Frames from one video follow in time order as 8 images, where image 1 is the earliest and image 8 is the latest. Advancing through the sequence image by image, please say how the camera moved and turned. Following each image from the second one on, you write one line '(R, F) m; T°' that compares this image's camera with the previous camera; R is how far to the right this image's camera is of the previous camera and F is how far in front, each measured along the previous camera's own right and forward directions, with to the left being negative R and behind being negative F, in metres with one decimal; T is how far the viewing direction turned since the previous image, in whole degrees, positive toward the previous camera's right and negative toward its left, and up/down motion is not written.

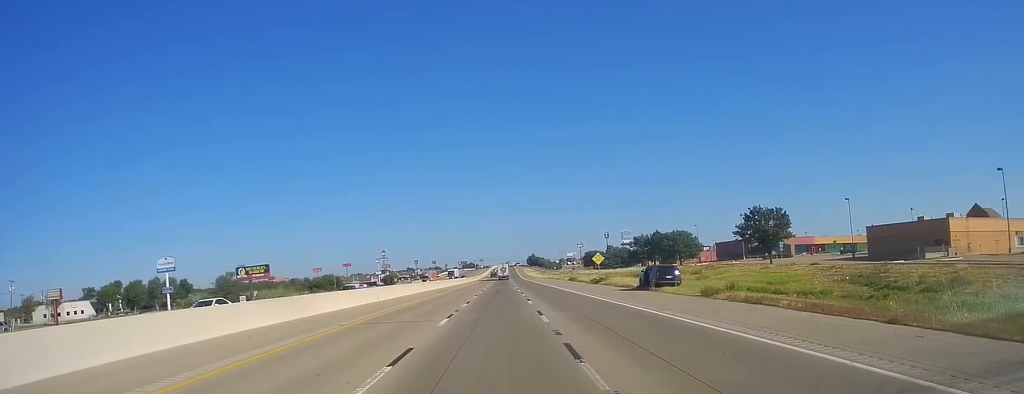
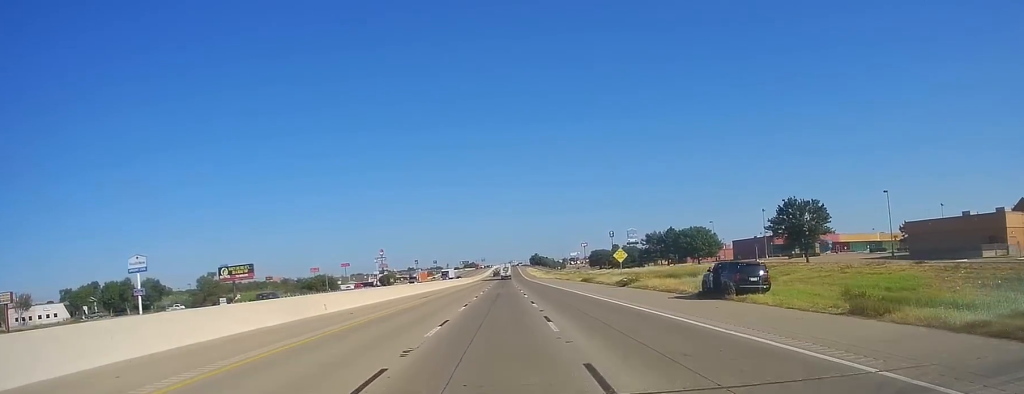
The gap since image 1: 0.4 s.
(-0.4, +15.4) m; 0°
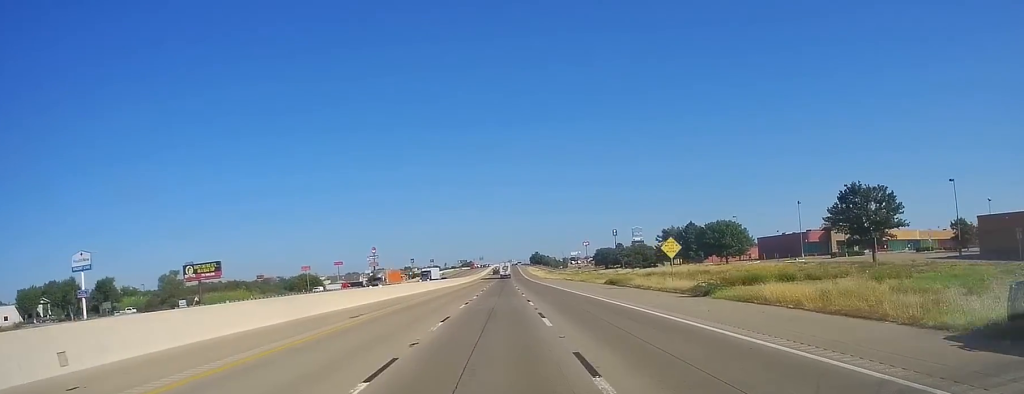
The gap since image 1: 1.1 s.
(+0.4, +22.7) m; 0°
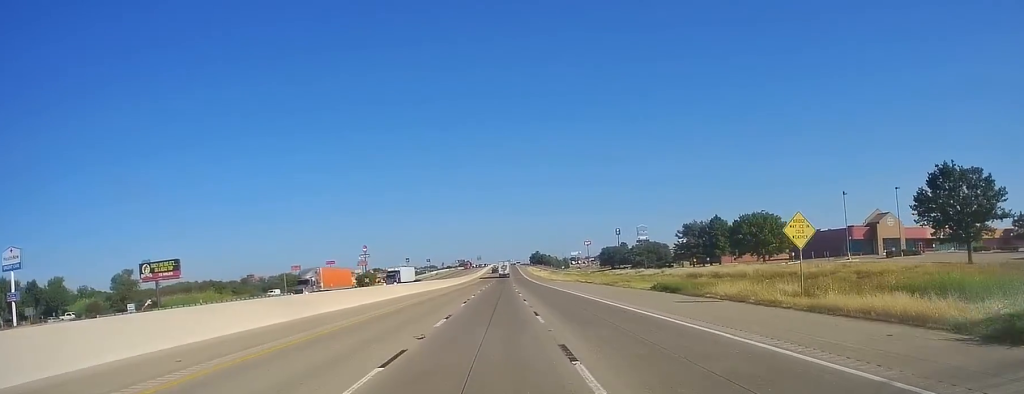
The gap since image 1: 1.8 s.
(+0.2, +22.8) m; 0°
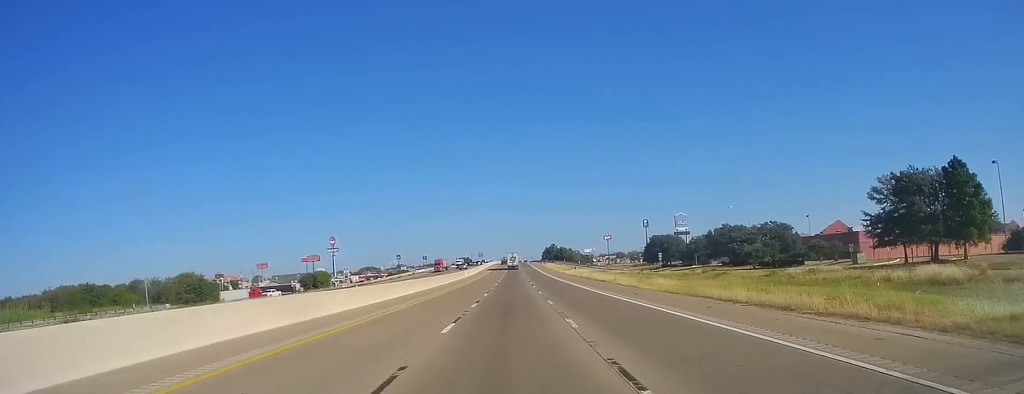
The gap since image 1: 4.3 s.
(-1.0, +87.9) m; -2°
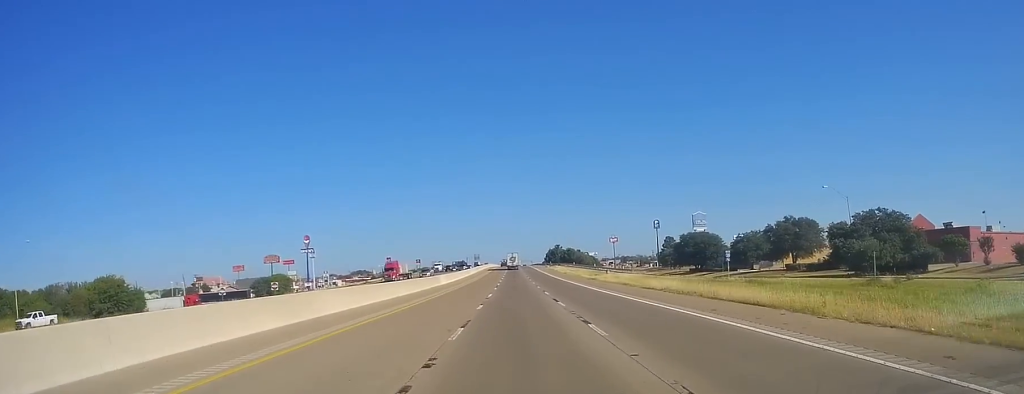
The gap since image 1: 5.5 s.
(-0.2, +38.7) m; +1°
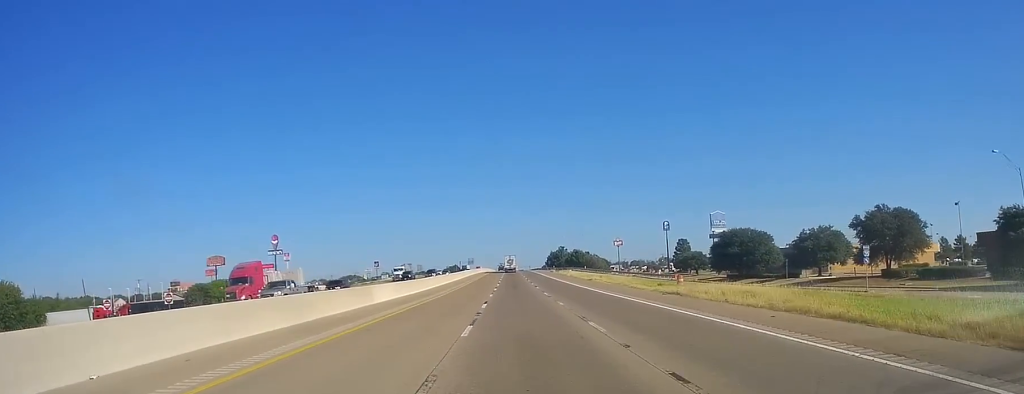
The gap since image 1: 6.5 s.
(+0.9, +35.3) m; +1°
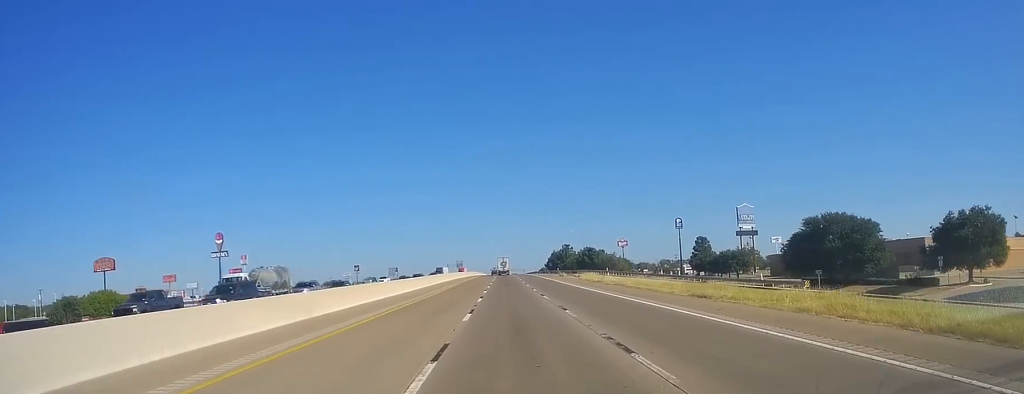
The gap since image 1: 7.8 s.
(-0.3, +44.4) m; 0°
